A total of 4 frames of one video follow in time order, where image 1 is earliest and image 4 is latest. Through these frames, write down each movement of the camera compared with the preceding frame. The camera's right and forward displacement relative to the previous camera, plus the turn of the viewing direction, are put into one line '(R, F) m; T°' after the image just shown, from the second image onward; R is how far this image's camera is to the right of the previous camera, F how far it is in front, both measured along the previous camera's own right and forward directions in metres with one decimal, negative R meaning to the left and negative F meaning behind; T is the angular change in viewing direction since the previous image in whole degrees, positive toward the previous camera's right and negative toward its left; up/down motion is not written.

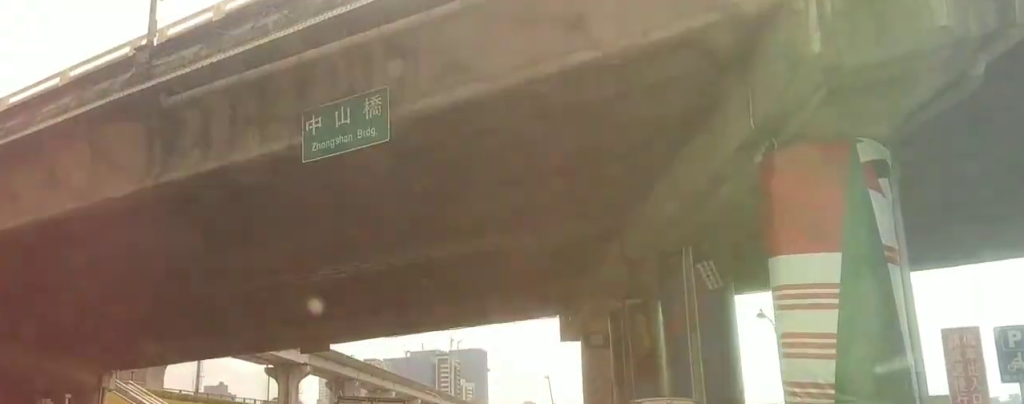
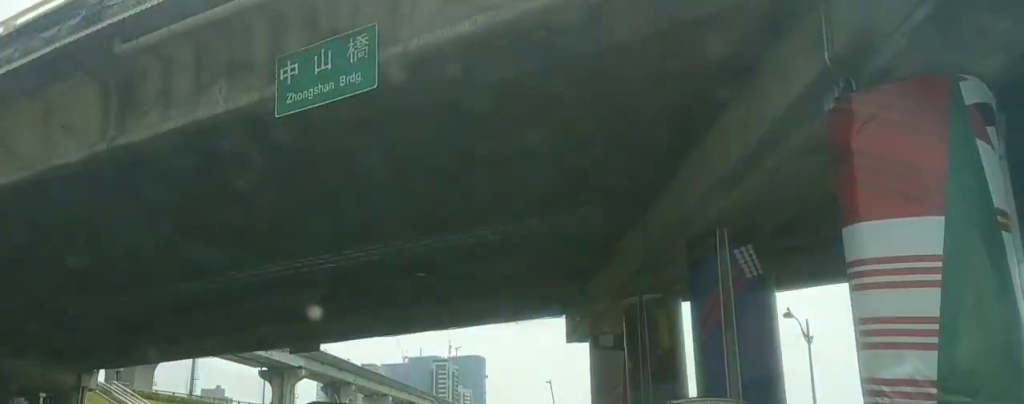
(0.0, +2.4) m; 0°
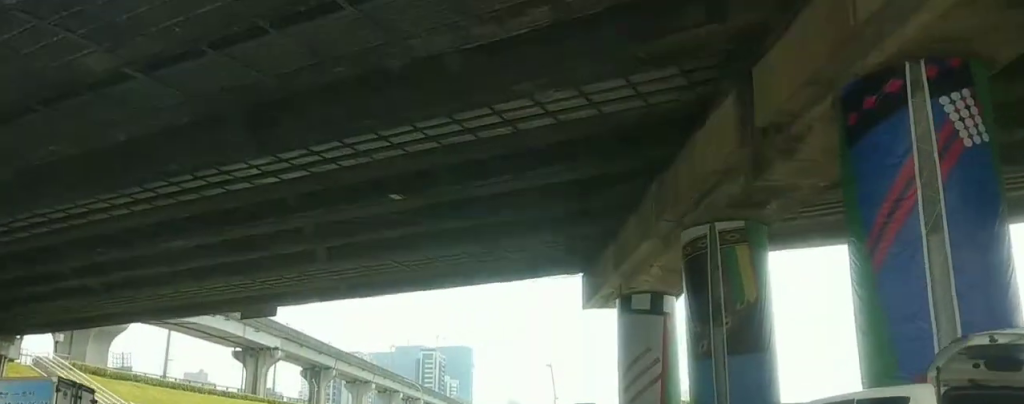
(0.0, +8.2) m; +1°
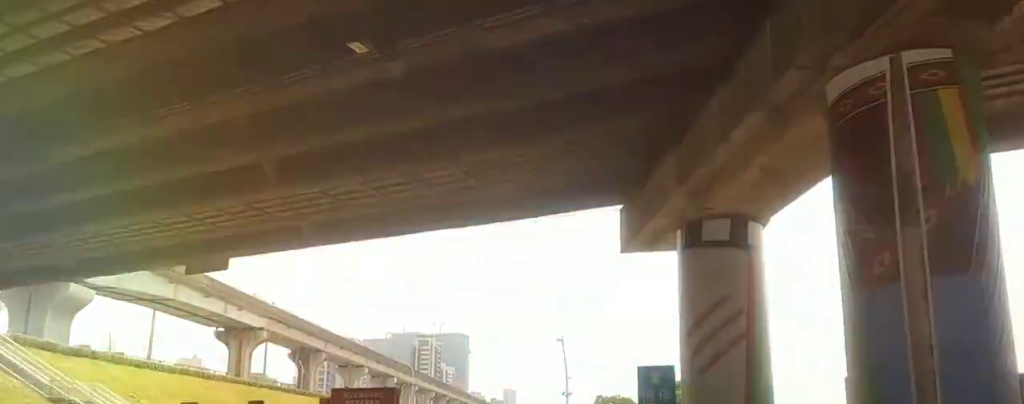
(+0.1, +8.1) m; +1°
